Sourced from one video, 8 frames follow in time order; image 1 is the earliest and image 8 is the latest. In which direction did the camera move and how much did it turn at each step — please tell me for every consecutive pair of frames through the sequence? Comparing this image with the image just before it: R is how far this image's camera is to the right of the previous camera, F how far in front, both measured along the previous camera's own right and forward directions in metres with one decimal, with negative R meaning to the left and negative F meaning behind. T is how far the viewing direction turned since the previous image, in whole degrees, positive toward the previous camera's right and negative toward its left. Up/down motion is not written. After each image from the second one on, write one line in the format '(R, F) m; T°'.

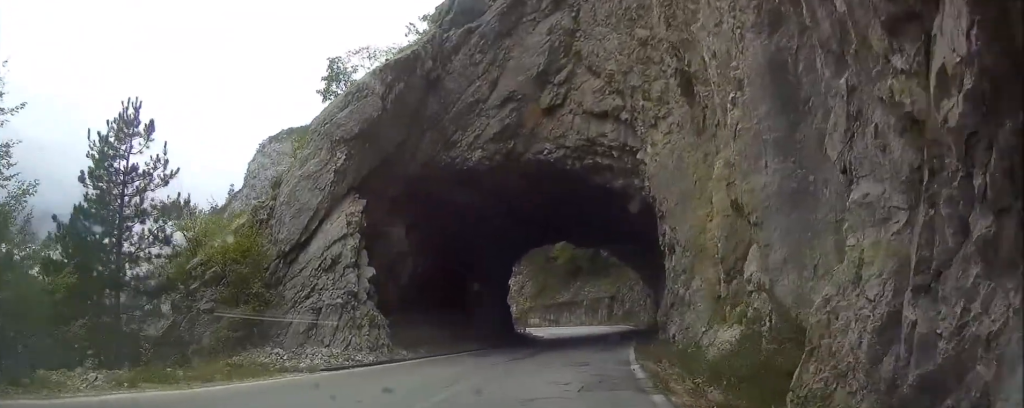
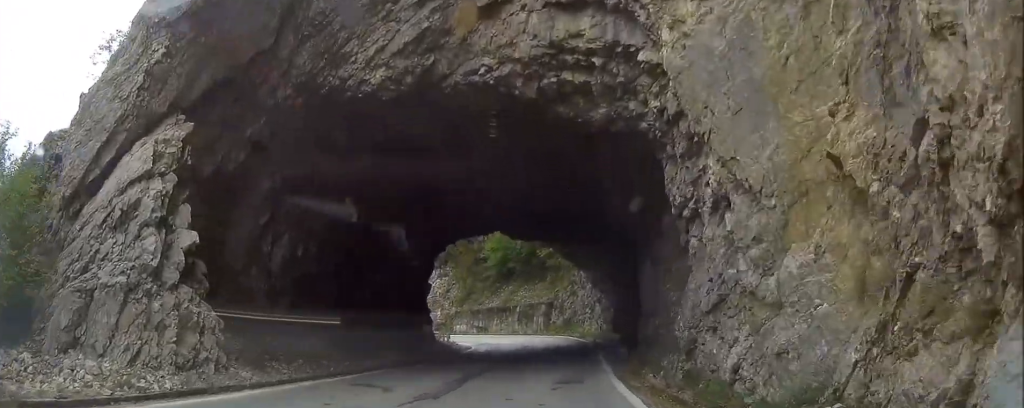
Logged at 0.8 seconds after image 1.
(+0.5, +8.7) m; +4°
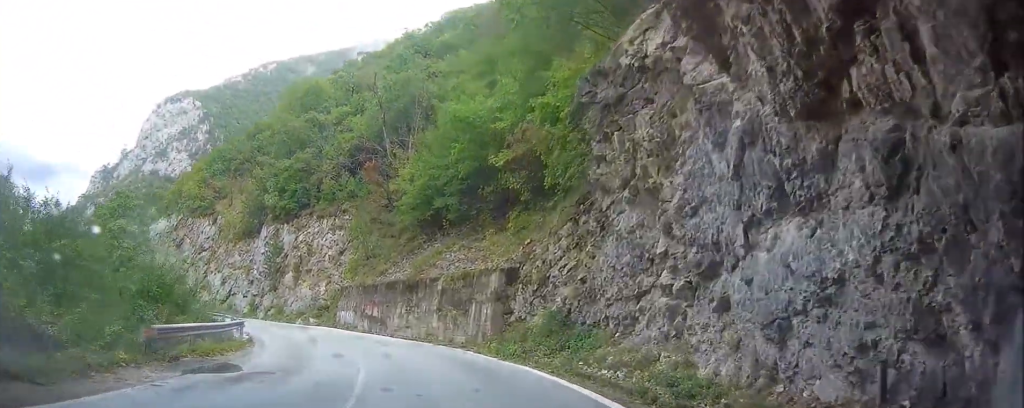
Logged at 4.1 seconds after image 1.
(+2.2, +36.1) m; +1°
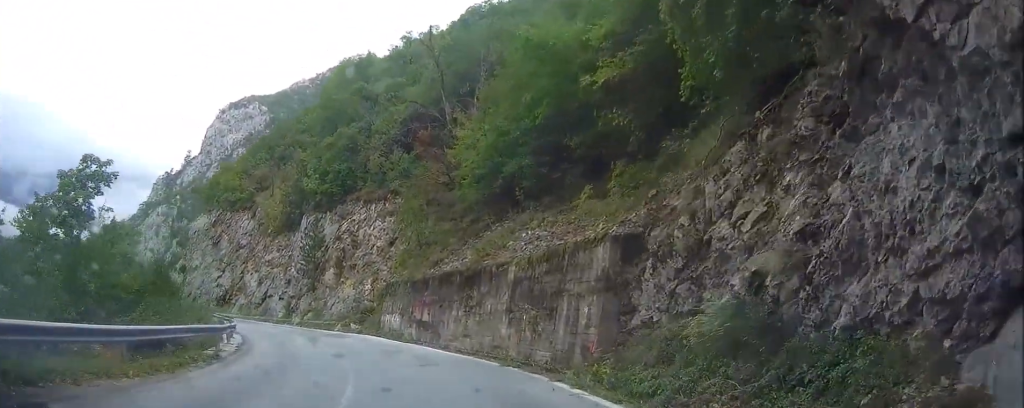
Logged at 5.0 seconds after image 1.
(-0.2, +9.5) m; -6°
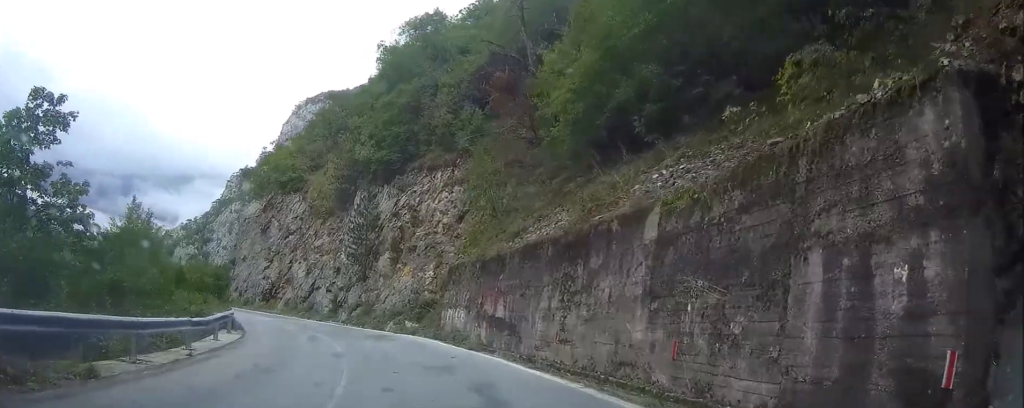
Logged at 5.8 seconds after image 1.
(-0.8, +9.4) m; -8°
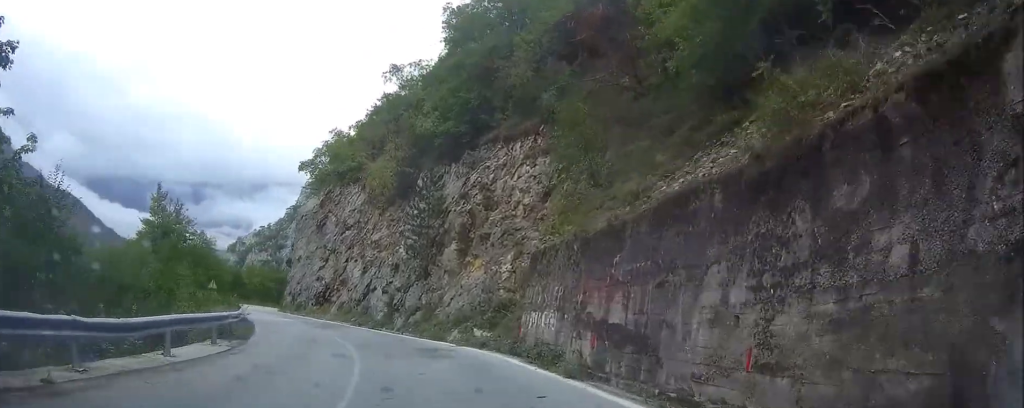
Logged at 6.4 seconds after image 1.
(-0.5, +7.6) m; -6°
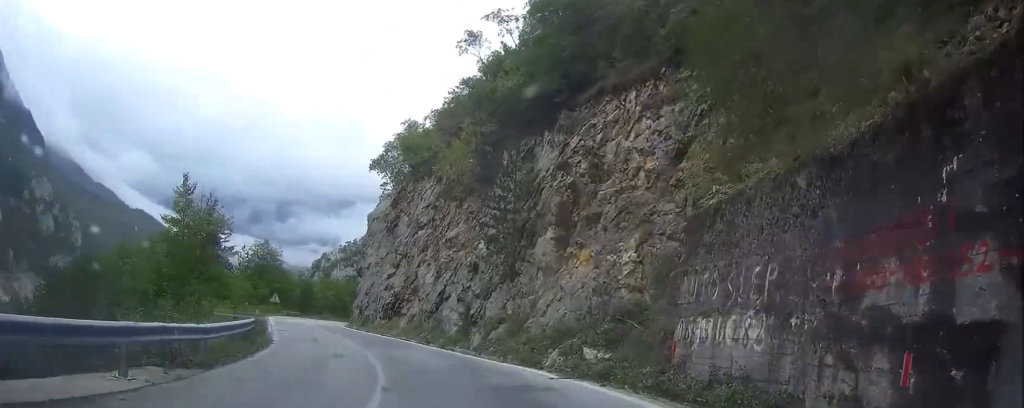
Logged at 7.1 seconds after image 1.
(-0.4, +8.1) m; -5°
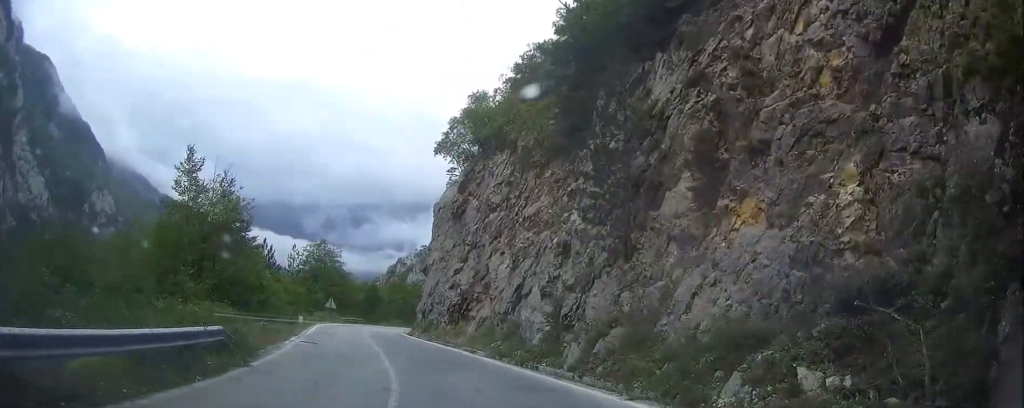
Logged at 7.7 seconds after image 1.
(-0.3, +8.2) m; -4°
